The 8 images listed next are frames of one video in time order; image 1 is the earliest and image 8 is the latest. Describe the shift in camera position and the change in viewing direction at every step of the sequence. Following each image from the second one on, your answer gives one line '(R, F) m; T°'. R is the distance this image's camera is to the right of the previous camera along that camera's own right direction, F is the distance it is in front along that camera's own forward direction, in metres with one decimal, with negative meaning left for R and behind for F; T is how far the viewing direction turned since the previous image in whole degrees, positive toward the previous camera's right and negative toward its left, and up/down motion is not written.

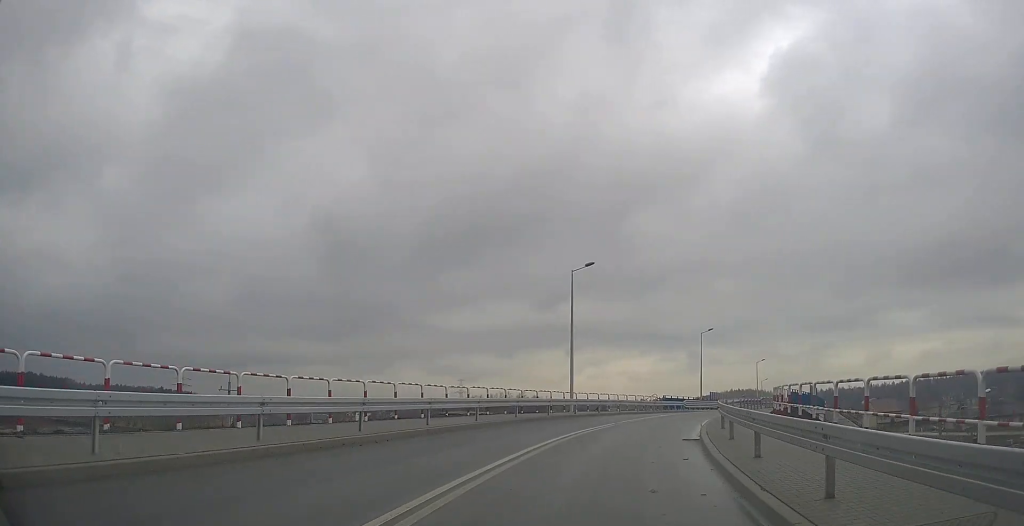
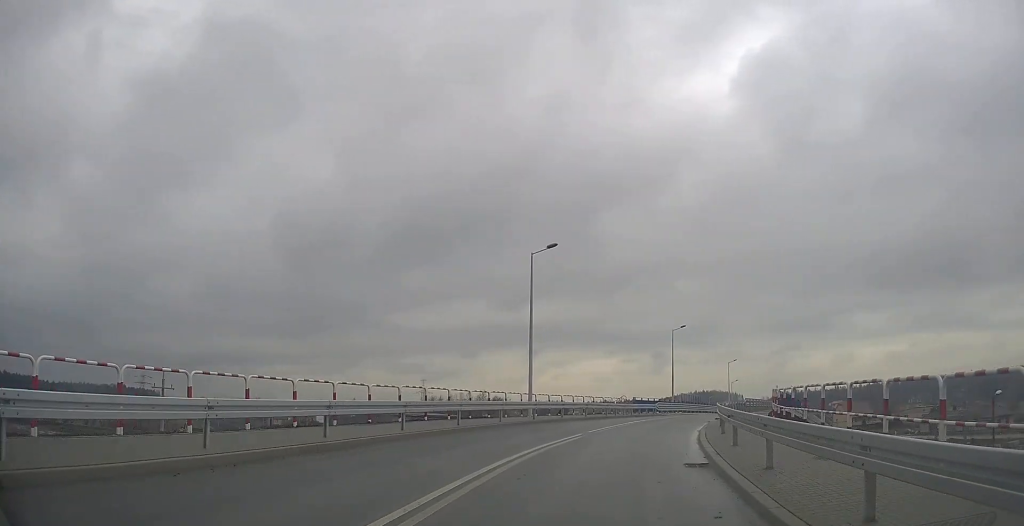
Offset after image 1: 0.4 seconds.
(+0.3, +5.3) m; +3°
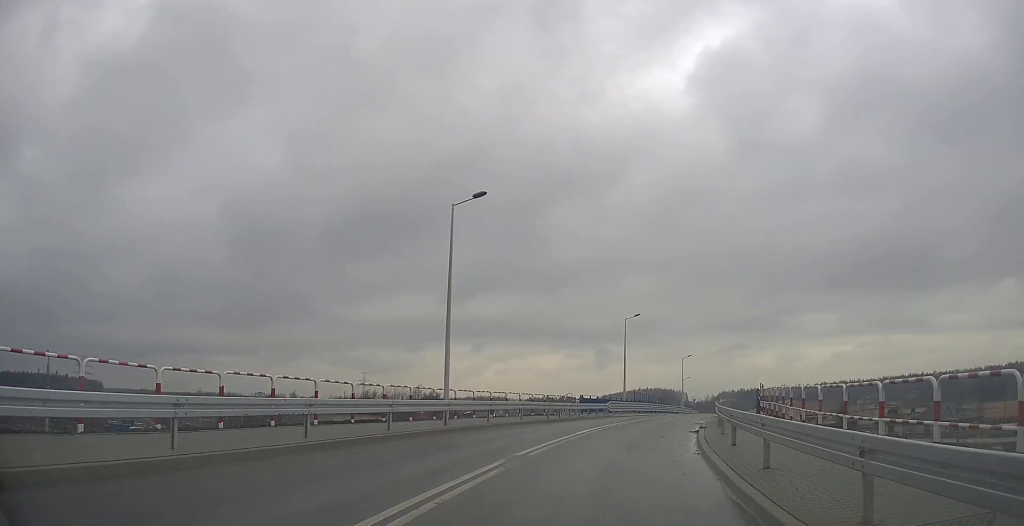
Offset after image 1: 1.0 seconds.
(+0.3, +8.3) m; +5°
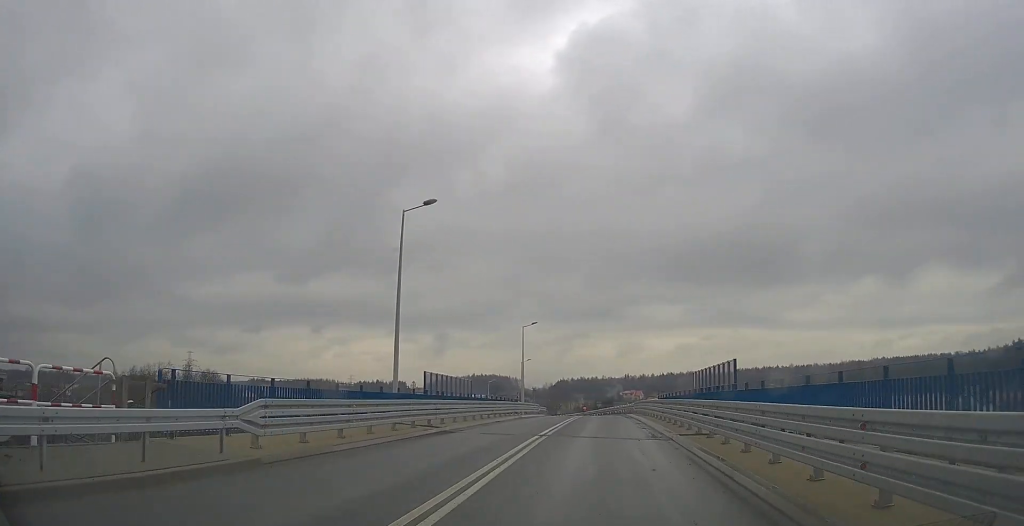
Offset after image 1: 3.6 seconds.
(+5.5, +32.8) m; +16°
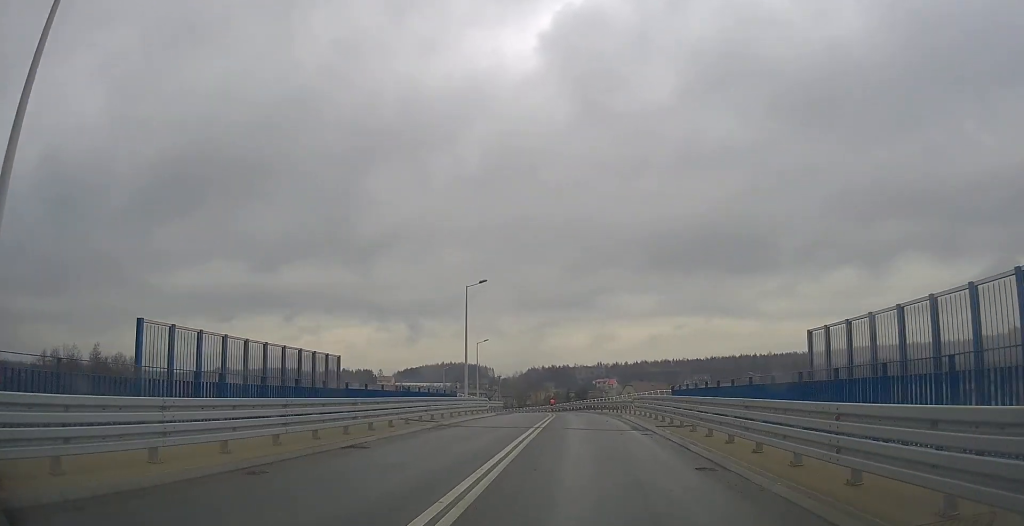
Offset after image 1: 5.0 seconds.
(+0.7, +18.8) m; +4°
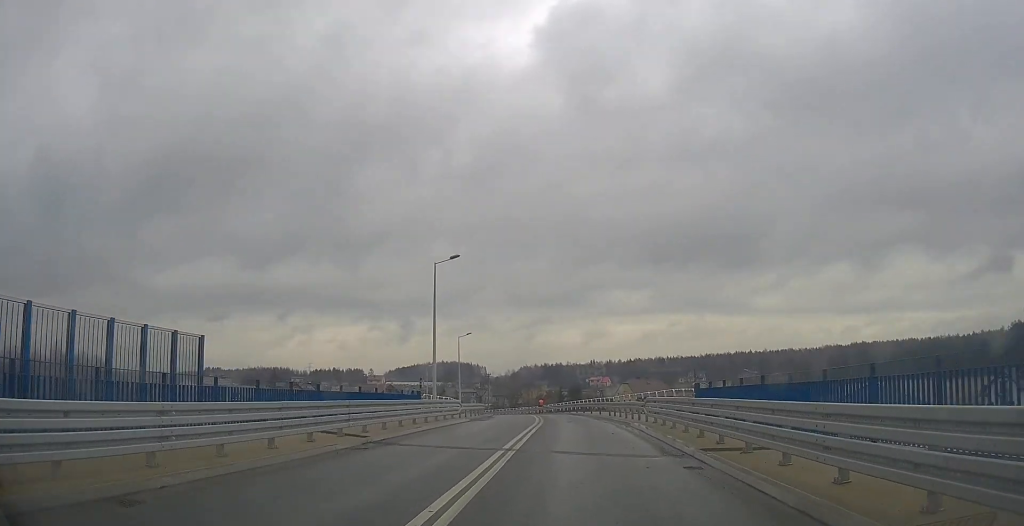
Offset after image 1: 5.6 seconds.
(+0.1, +7.9) m; +1°
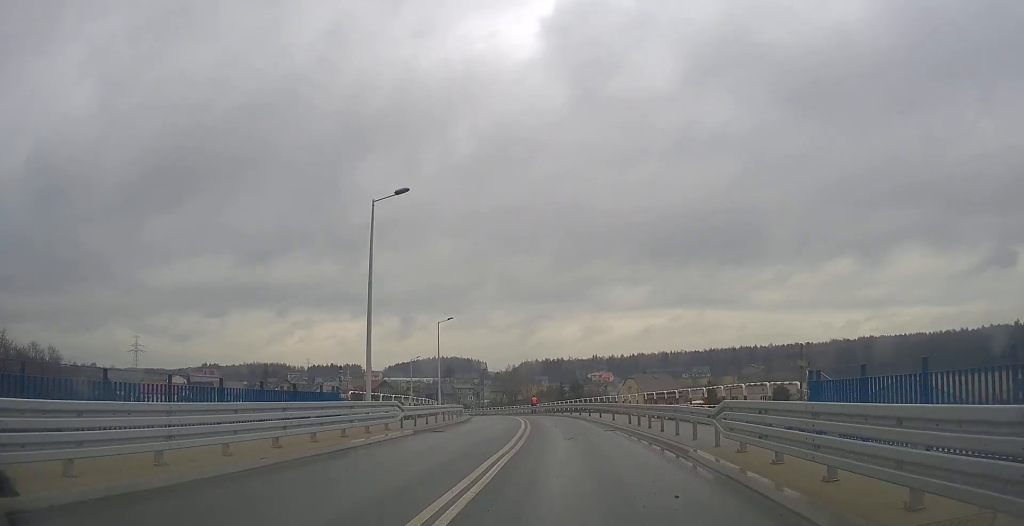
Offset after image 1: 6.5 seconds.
(+0.1, +11.8) m; 0°
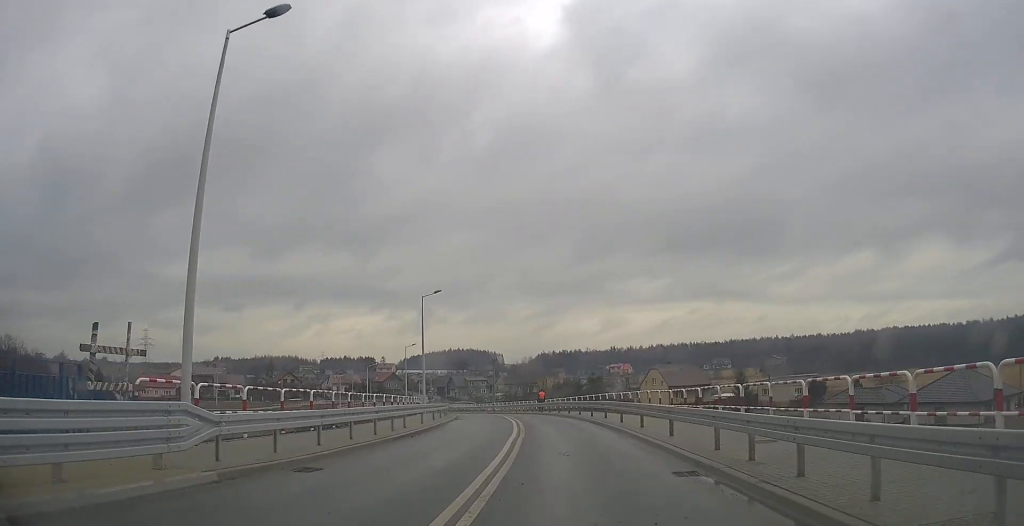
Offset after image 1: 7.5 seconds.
(-0.1, +12.6) m; -1°
